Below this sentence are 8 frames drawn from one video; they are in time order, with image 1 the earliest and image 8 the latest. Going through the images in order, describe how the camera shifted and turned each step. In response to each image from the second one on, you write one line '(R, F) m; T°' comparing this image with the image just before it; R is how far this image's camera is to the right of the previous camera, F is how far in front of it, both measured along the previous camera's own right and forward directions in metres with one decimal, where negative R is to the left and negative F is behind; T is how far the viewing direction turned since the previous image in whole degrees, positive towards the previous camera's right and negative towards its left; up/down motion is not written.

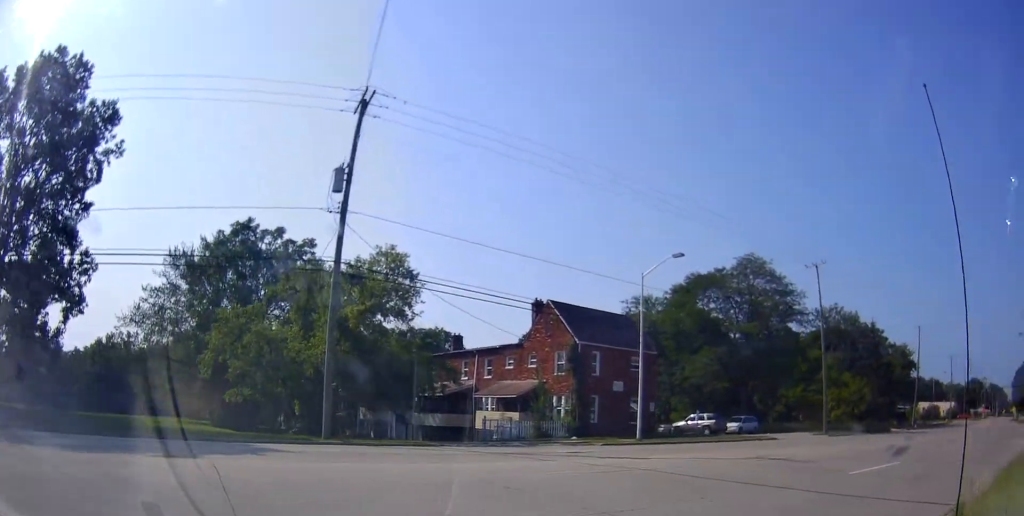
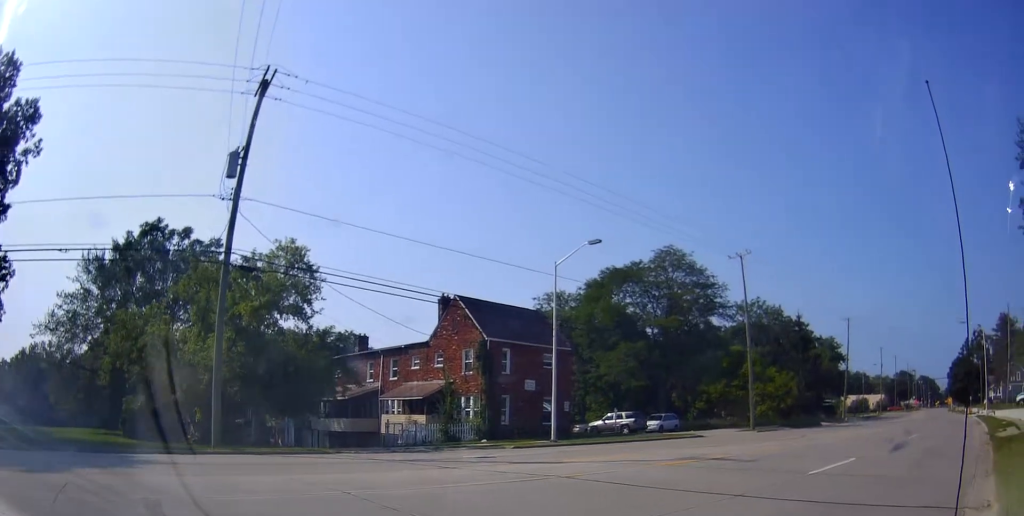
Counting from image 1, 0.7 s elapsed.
(+0.1, +1.7) m; +14°
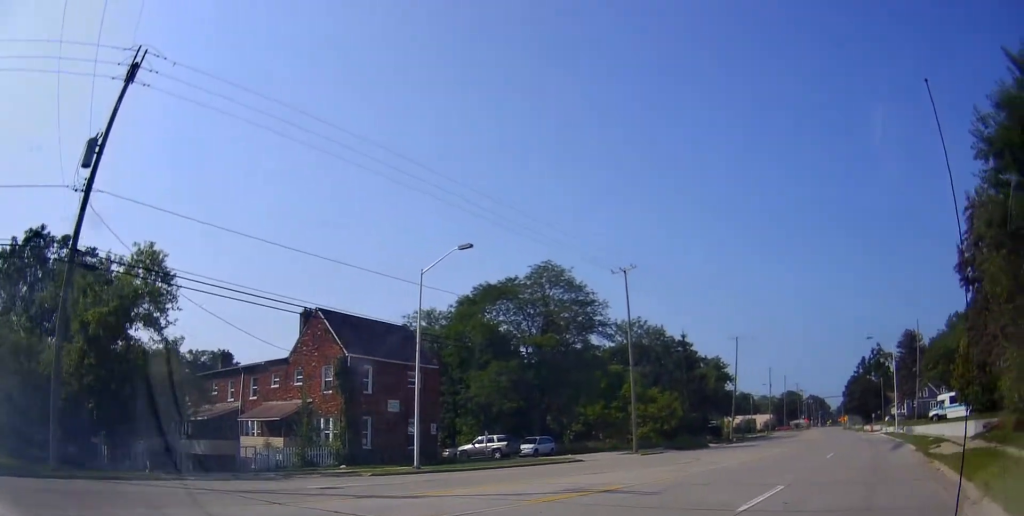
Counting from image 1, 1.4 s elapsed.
(+0.4, +2.4) m; +14°
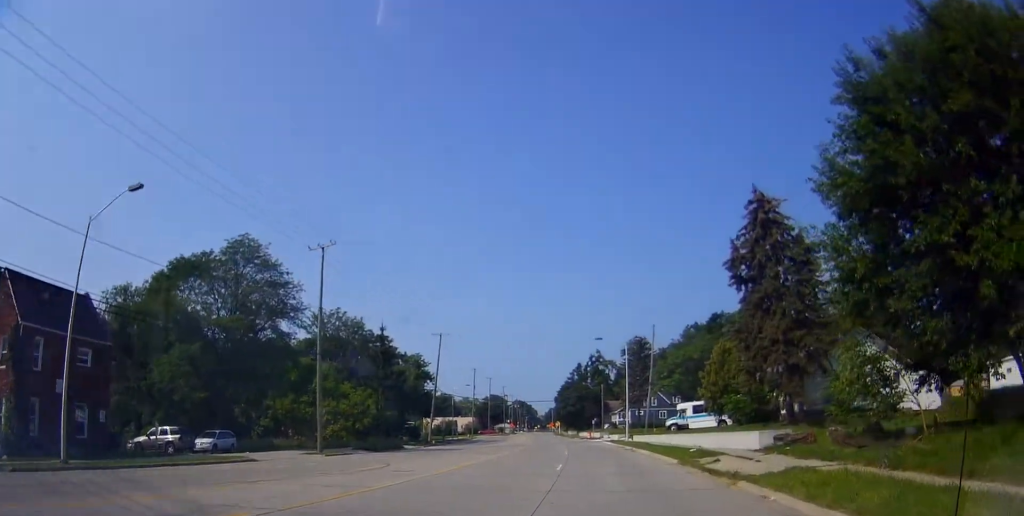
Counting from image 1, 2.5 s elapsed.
(+0.8, +4.9) m; +17°
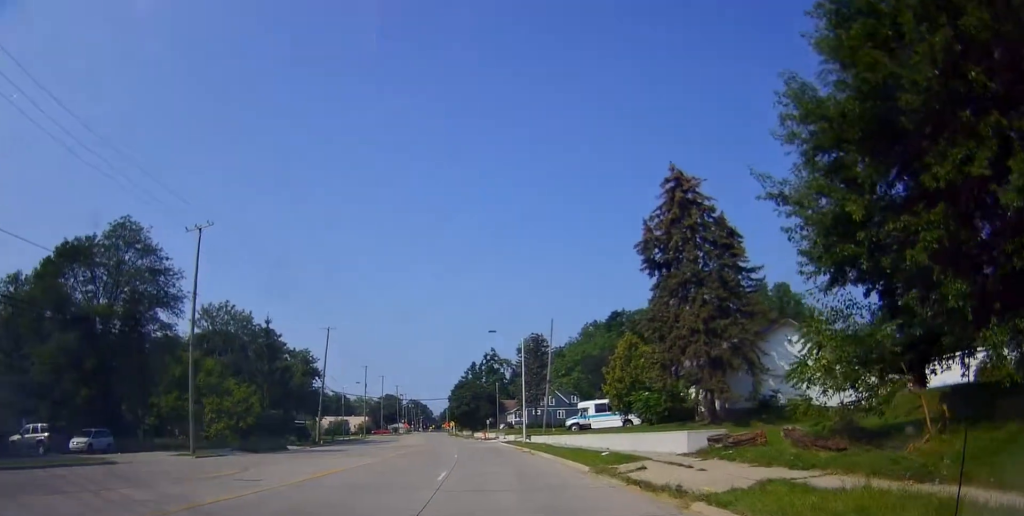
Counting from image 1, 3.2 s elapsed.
(+0.3, +3.7) m; +6°
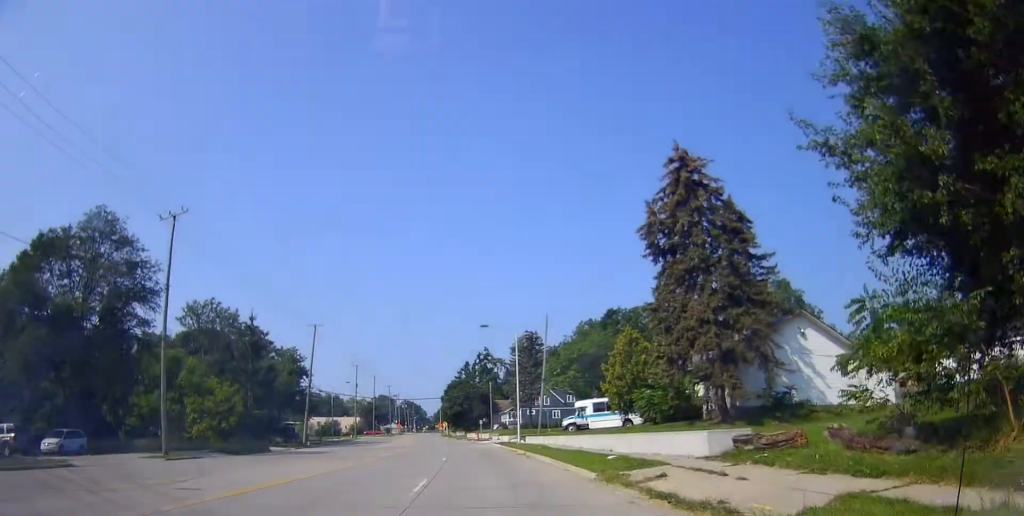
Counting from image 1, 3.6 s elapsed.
(+0.3, +2.6) m; +1°
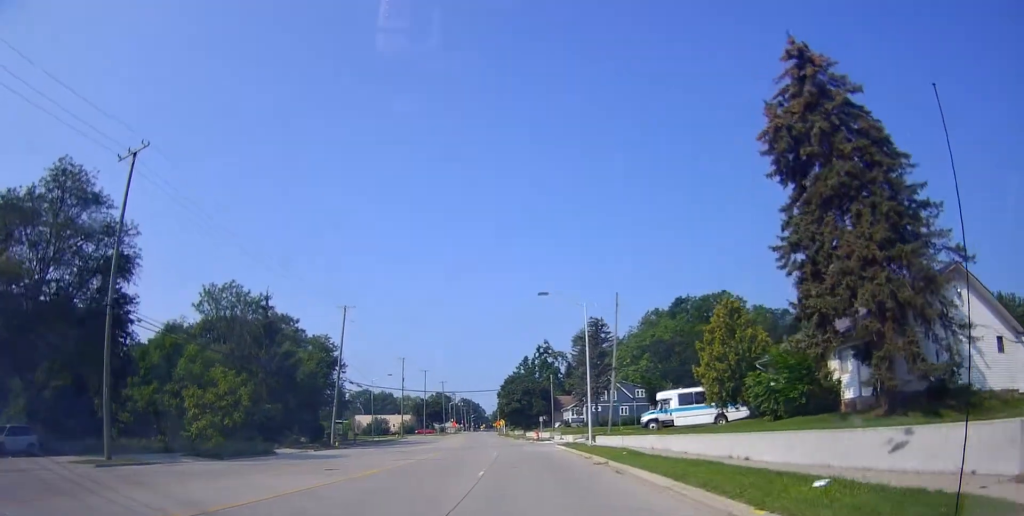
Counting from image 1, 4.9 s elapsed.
(-0.2, +10.4) m; -2°
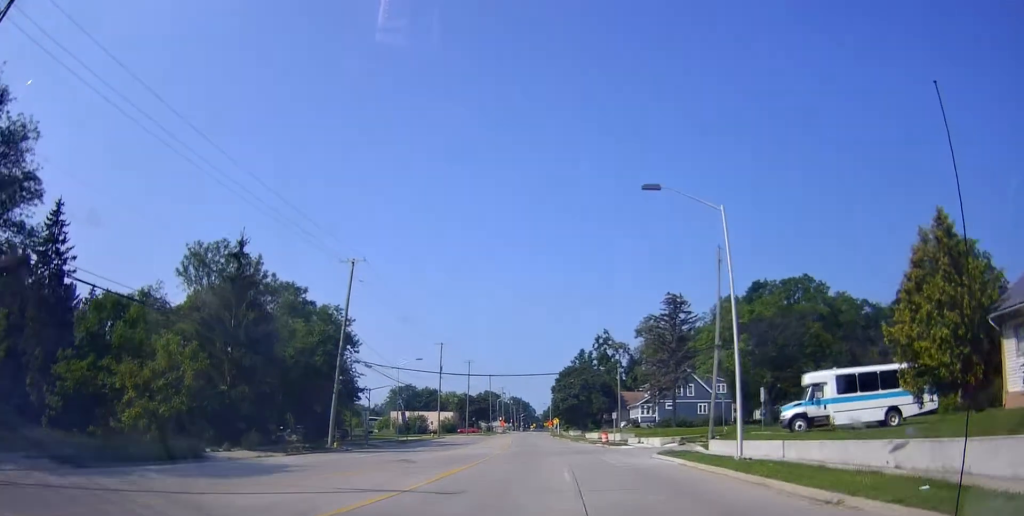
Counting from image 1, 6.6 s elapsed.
(0.0, +16.9) m; -1°
